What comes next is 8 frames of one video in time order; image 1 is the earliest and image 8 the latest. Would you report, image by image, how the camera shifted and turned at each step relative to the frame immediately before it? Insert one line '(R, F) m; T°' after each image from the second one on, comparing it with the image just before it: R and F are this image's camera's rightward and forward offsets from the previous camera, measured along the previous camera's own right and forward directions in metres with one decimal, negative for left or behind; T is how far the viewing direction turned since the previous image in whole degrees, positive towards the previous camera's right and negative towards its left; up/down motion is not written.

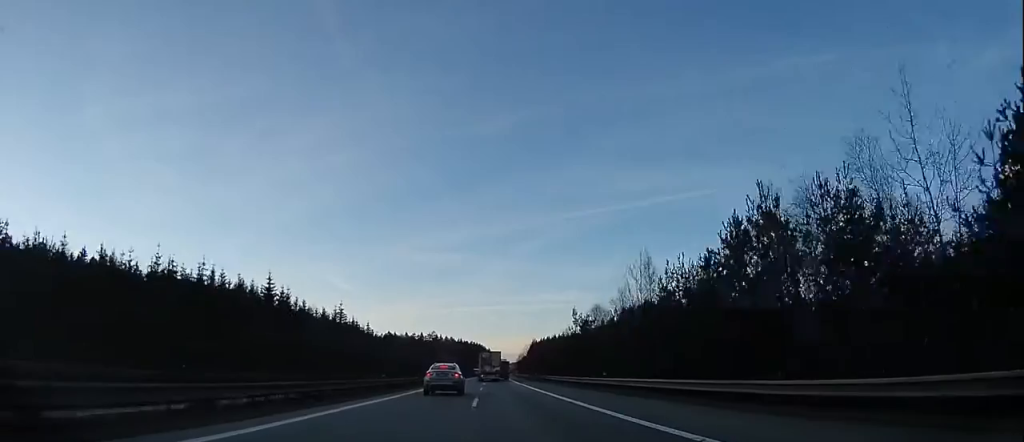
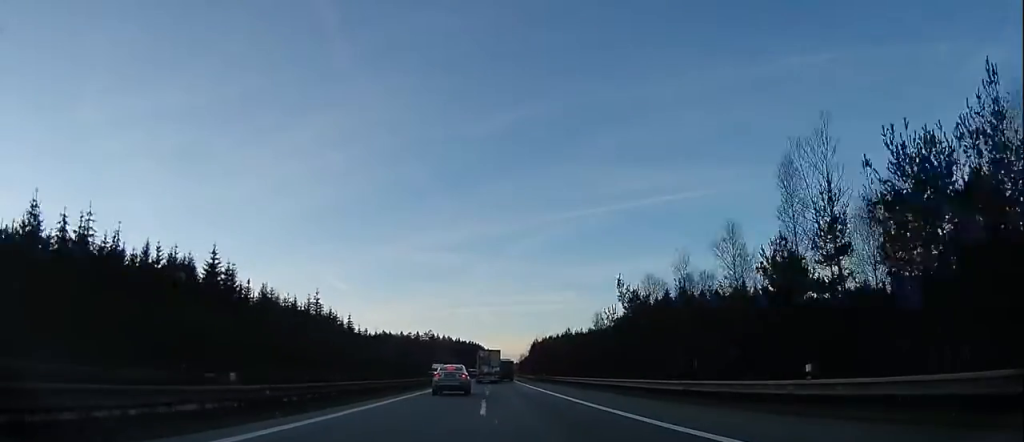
(0.0, +21.9) m; +1°
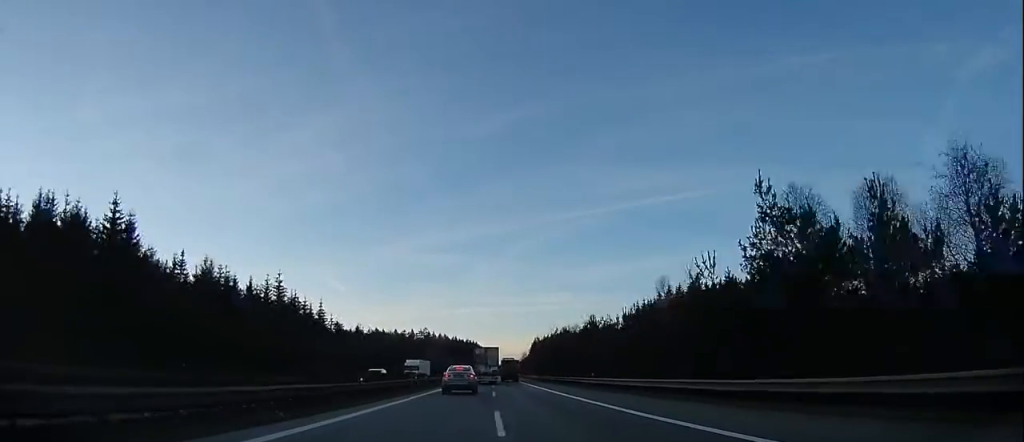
(+0.2, +24.5) m; +1°
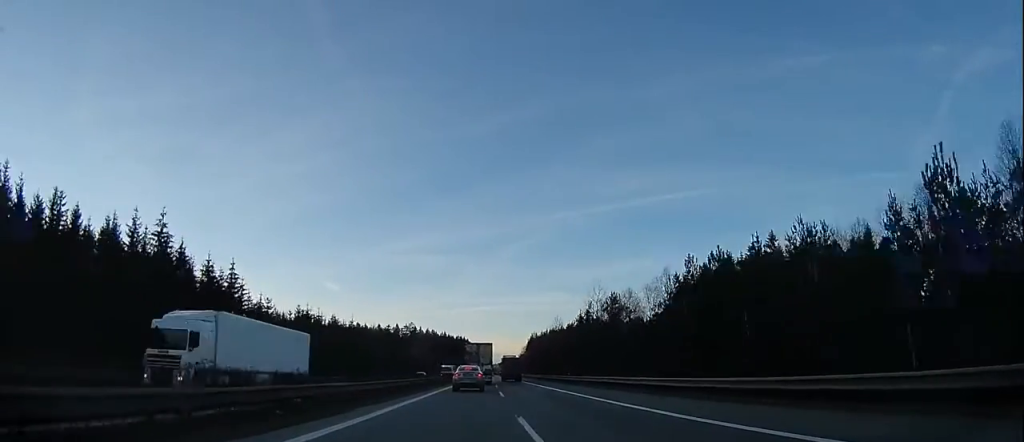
(+1.2, +41.9) m; 0°
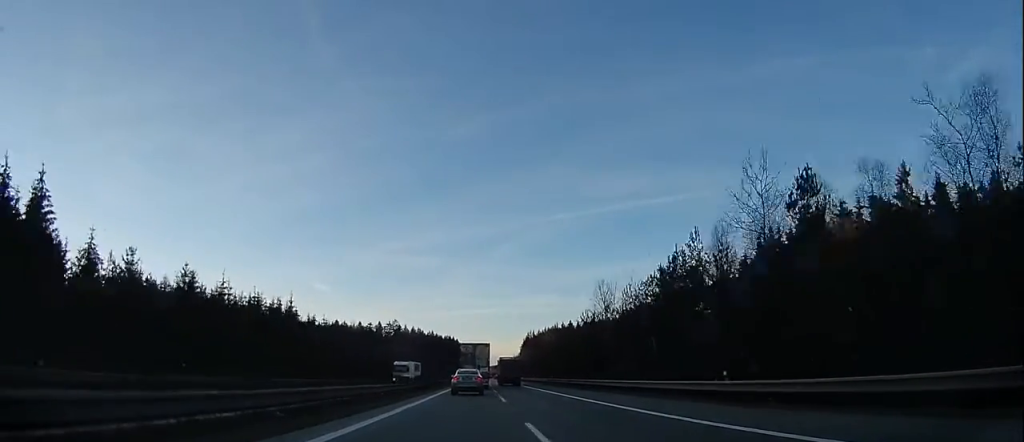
(-1.0, +37.0) m; 0°
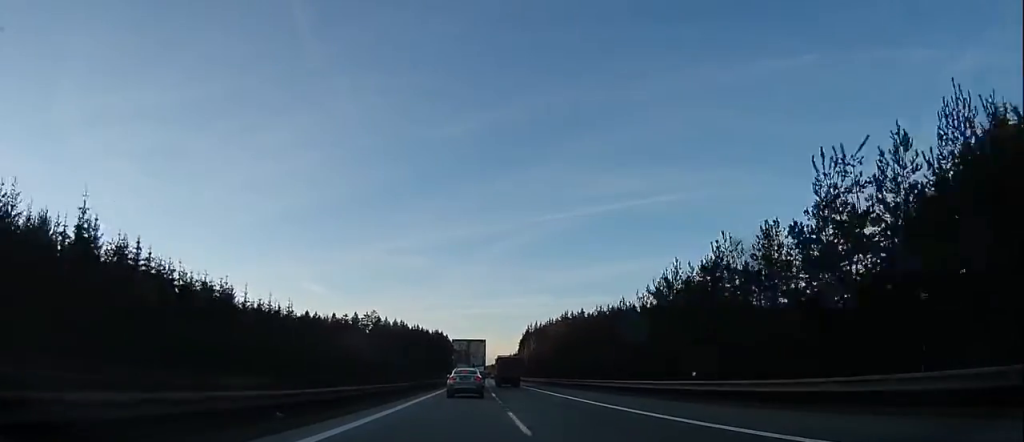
(+1.5, +49.6) m; +2°
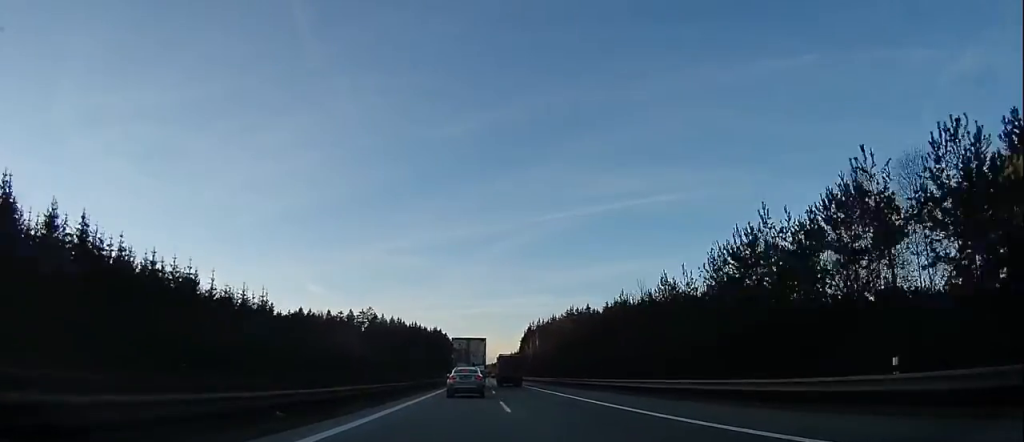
(-0.1, +11.9) m; +1°
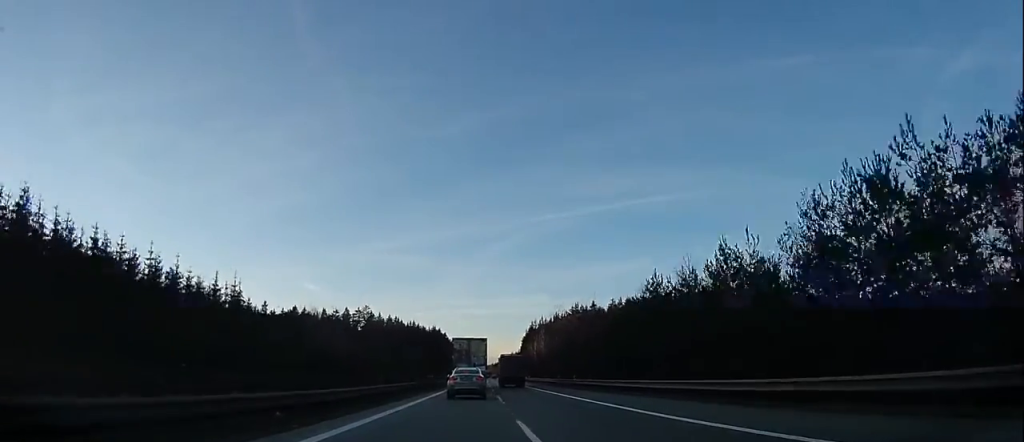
(-0.1, +9.9) m; +1°
